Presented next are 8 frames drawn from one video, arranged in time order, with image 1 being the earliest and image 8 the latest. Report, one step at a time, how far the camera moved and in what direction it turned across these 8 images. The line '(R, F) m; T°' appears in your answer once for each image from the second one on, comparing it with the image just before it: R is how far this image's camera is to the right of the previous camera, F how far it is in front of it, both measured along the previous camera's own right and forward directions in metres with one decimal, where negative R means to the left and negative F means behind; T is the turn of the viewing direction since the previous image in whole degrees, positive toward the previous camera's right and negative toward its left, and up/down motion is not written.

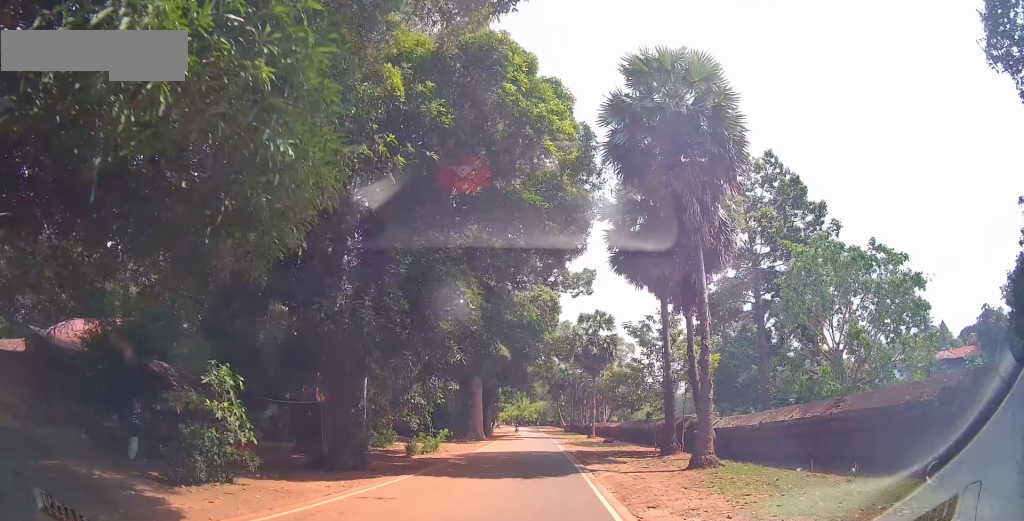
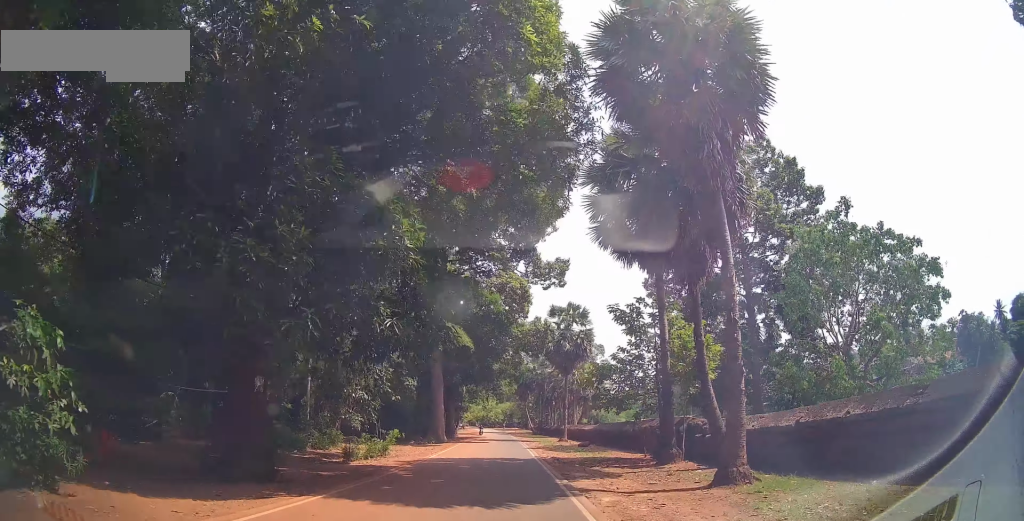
(+0.2, +4.8) m; +4°
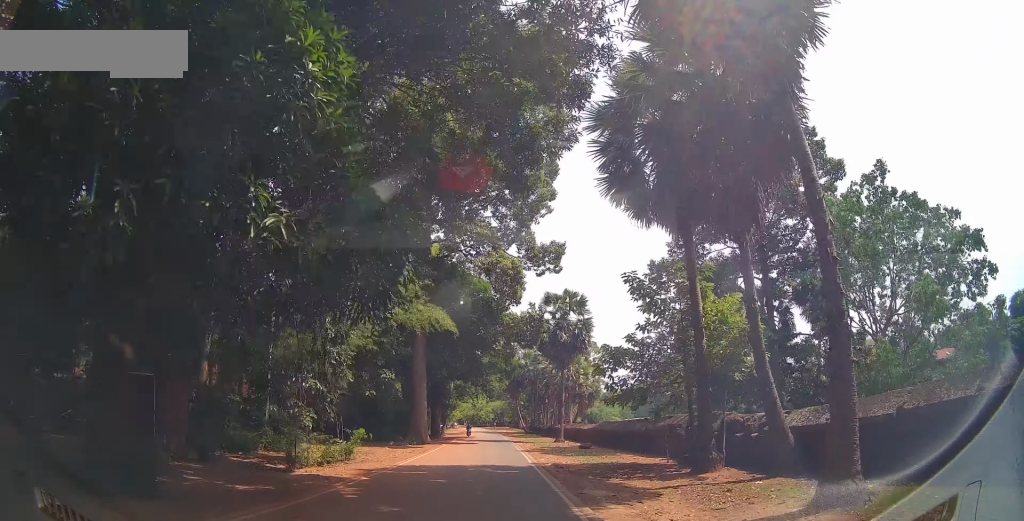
(+0.2, +4.6) m; +3°
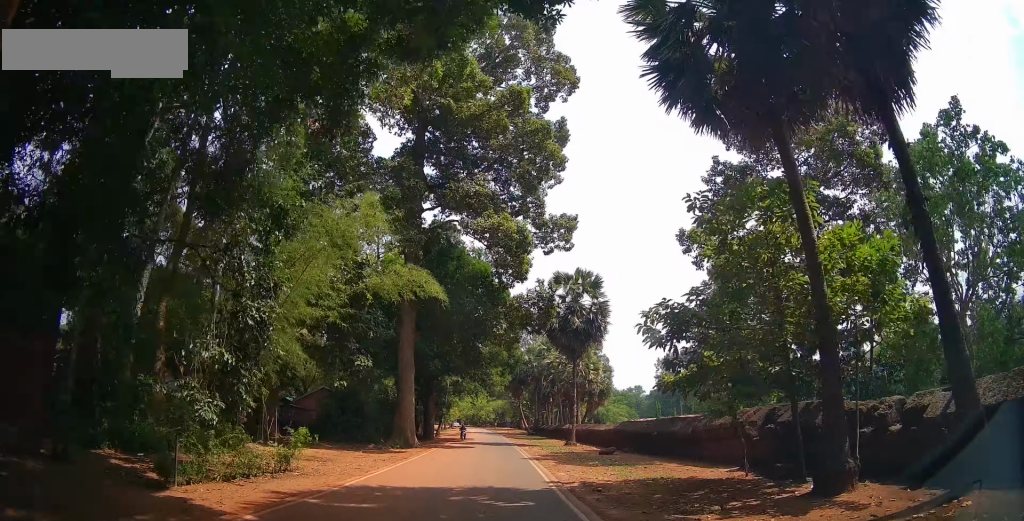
(+0.2, +6.3) m; +3°
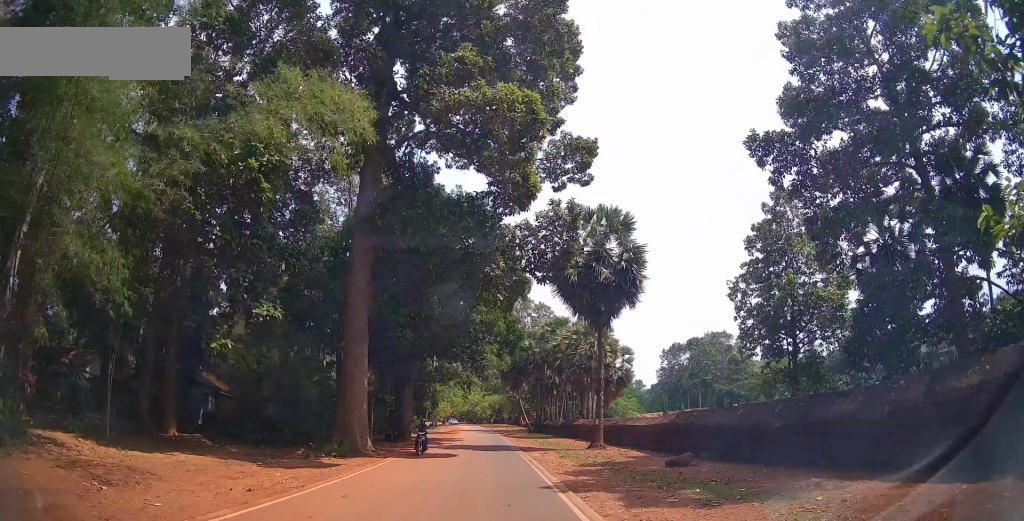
(+0.4, +11.7) m; +1°
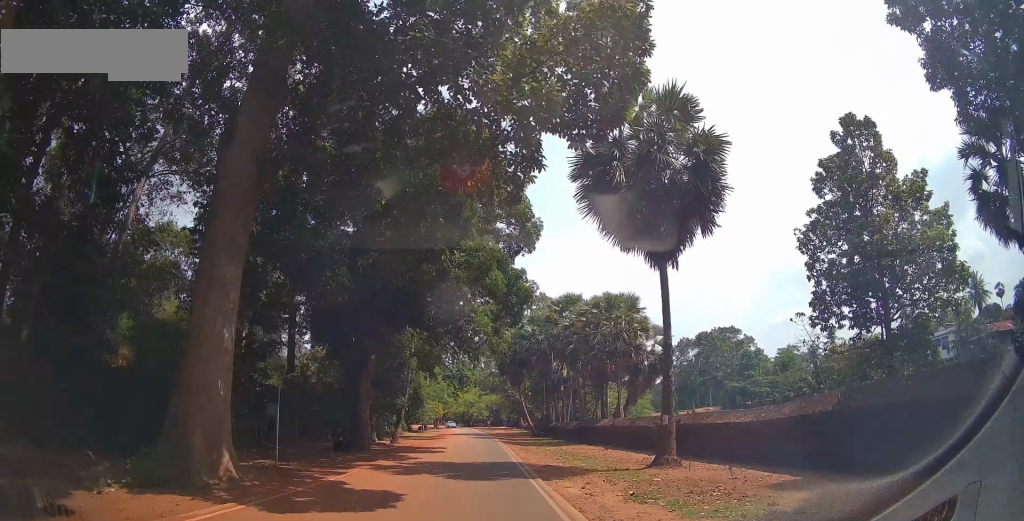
(-0.2, +10.9) m; -2°
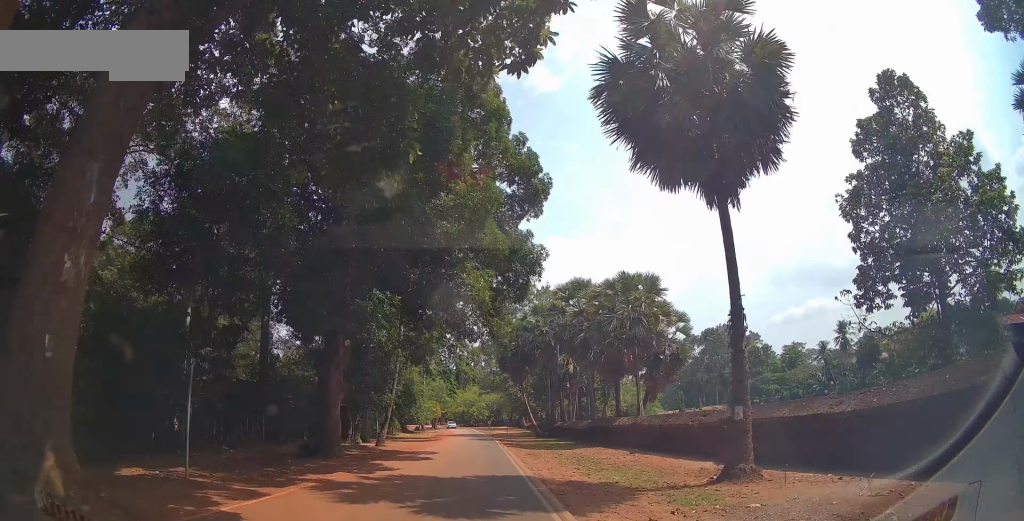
(0.0, +3.9) m; -1°
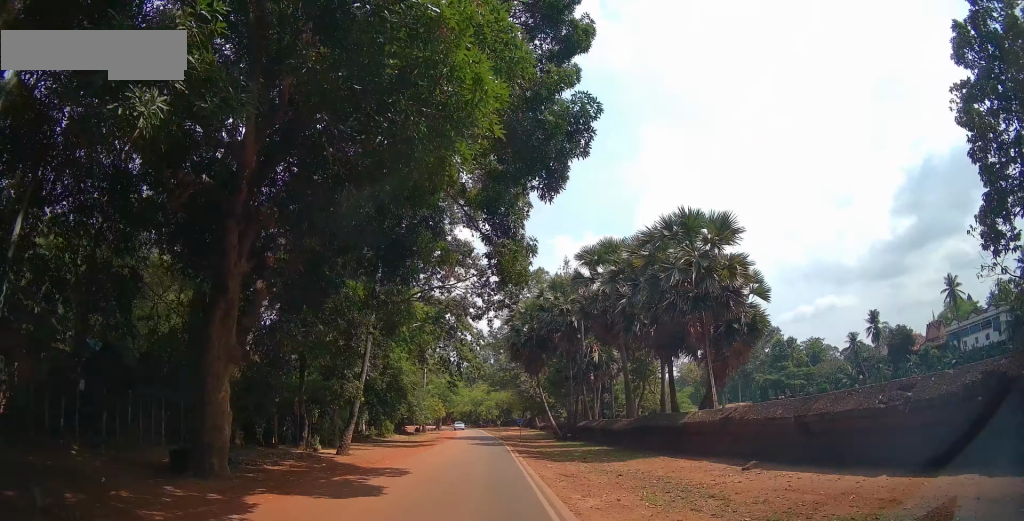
(-0.1, +8.2) m; -1°
